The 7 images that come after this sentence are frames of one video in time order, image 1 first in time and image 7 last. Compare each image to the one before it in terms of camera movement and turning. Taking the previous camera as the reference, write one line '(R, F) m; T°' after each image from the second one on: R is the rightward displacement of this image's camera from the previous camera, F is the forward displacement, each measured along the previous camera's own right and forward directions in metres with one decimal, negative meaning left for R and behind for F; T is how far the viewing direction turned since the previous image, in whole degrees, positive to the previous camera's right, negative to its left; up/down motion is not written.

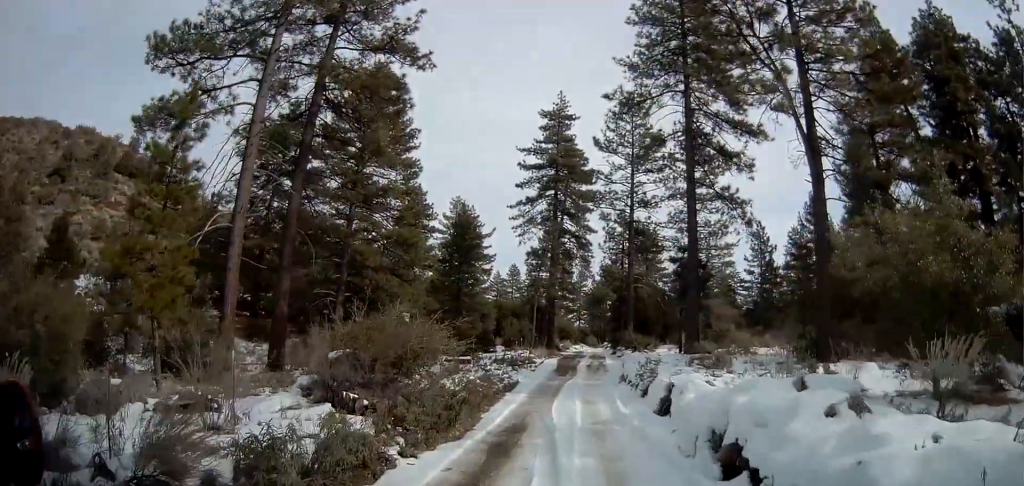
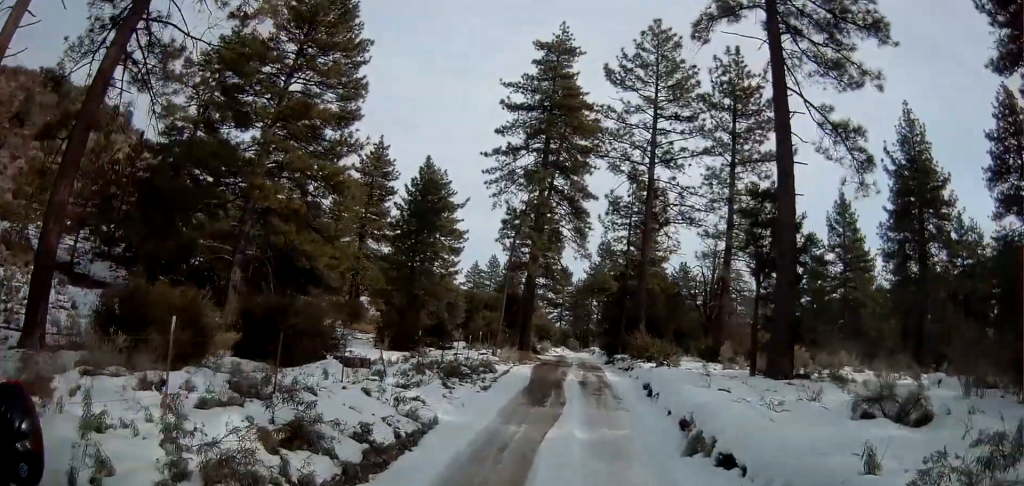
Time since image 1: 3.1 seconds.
(0.0, +14.4) m; +3°
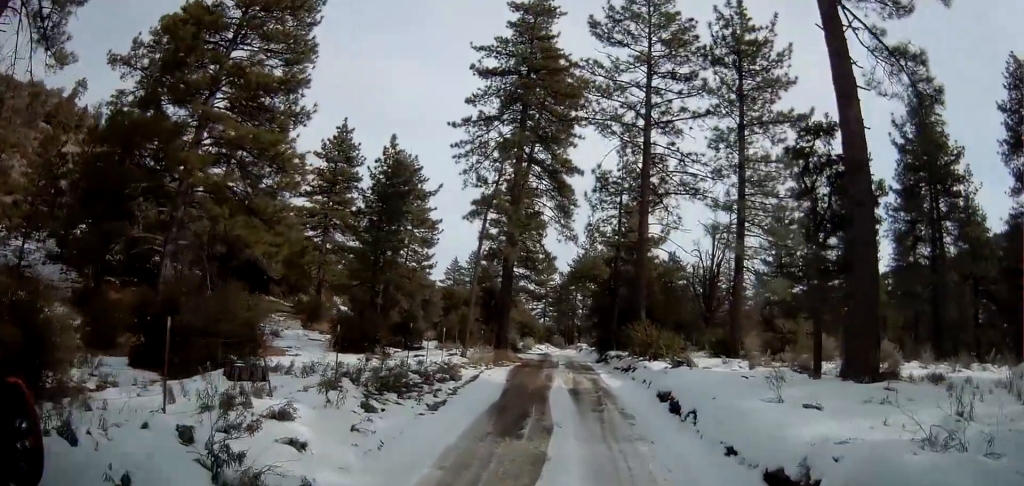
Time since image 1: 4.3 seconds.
(+0.1, +5.6) m; +3°
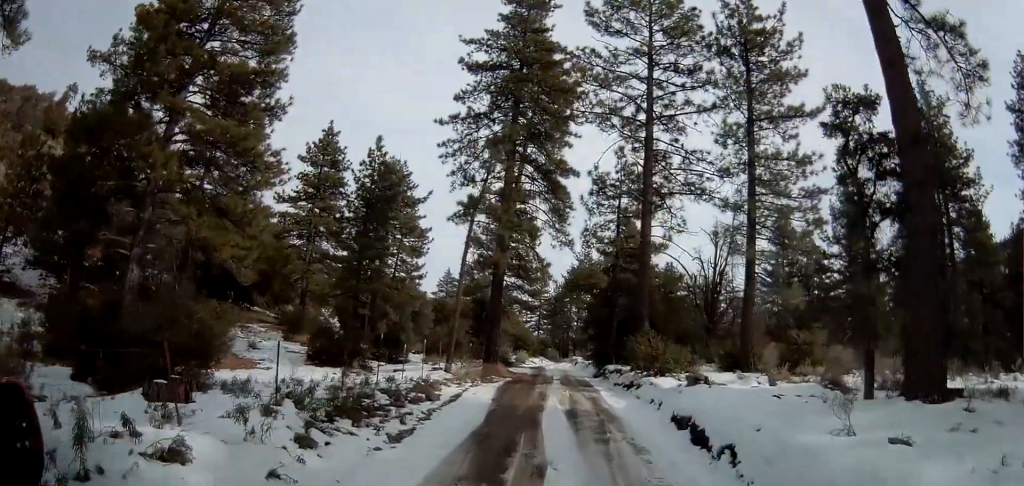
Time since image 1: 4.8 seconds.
(0.0, +2.5) m; +1°
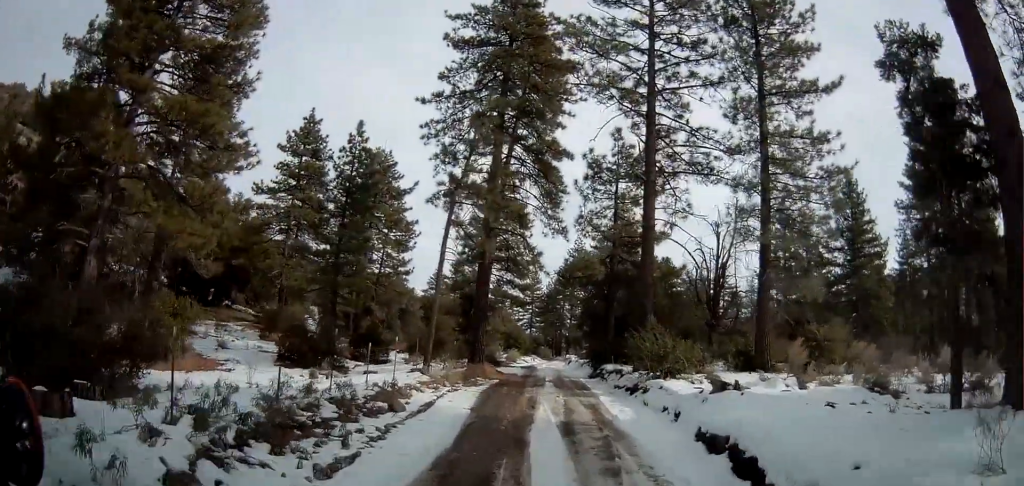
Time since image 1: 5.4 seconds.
(0.0, +2.7) m; 0°
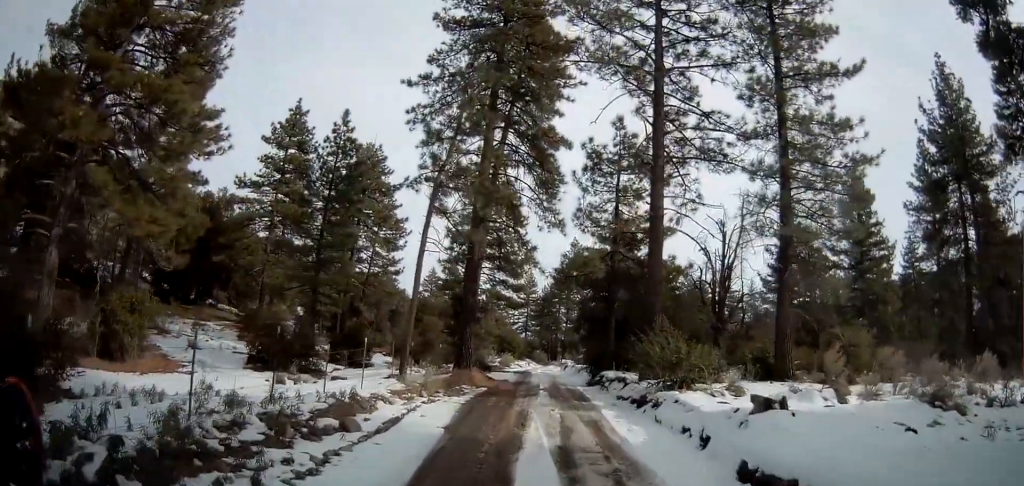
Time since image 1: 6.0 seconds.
(0.0, +2.5) m; 0°
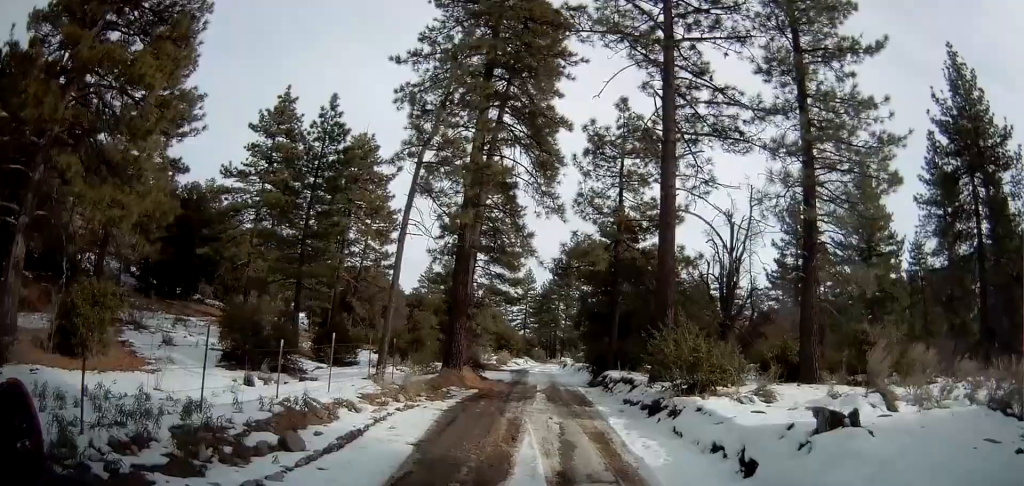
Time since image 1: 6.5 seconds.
(0.0, +2.1) m; 0°
